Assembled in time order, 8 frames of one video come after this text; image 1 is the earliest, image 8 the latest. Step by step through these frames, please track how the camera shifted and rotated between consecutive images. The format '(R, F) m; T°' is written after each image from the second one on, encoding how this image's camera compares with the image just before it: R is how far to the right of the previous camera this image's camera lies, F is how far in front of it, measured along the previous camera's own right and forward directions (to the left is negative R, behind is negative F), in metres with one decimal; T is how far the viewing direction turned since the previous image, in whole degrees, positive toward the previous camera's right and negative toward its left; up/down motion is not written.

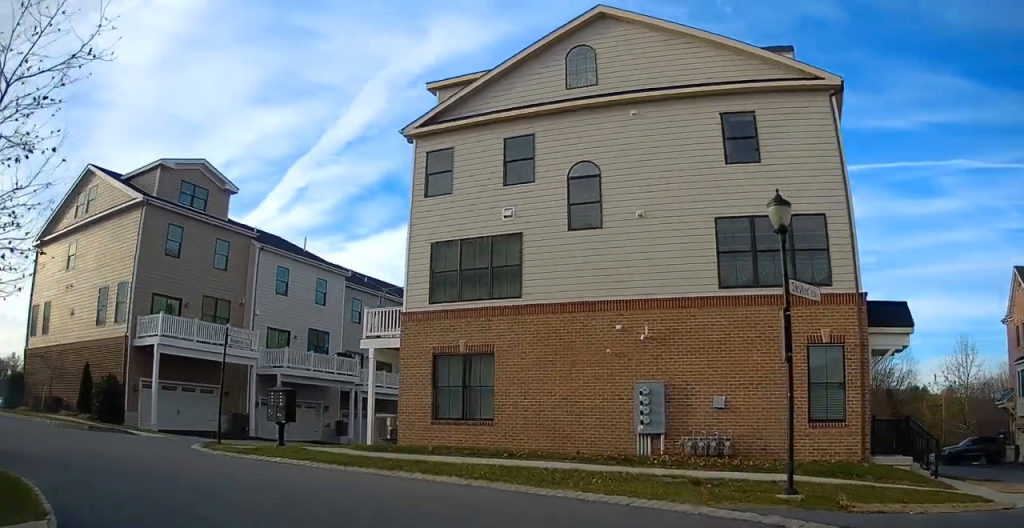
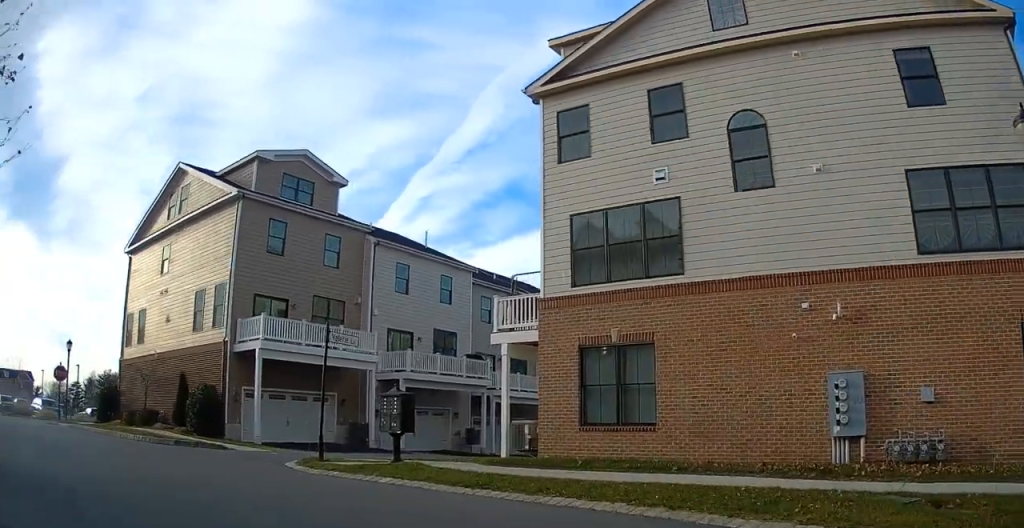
(-0.2, +3.3) m; -12°
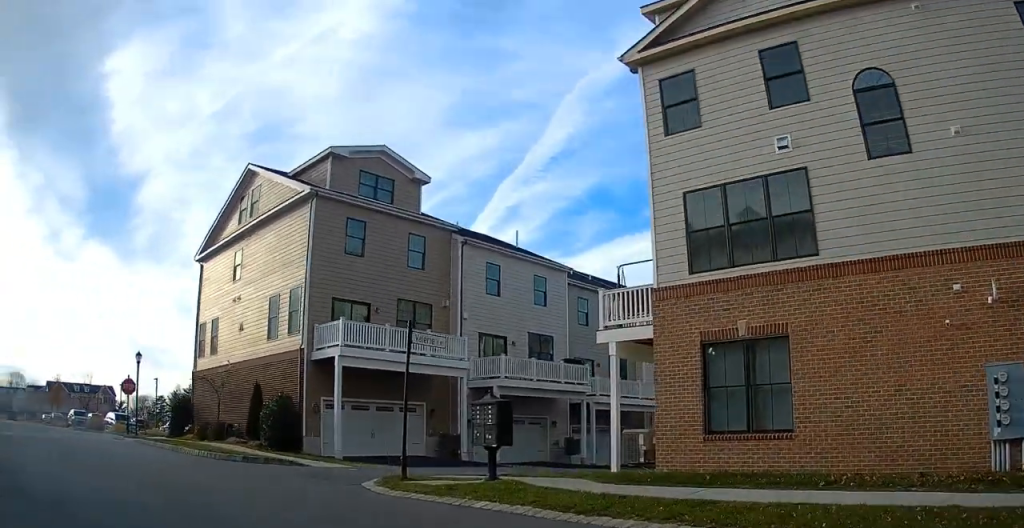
(-0.2, +2.2) m; -10°
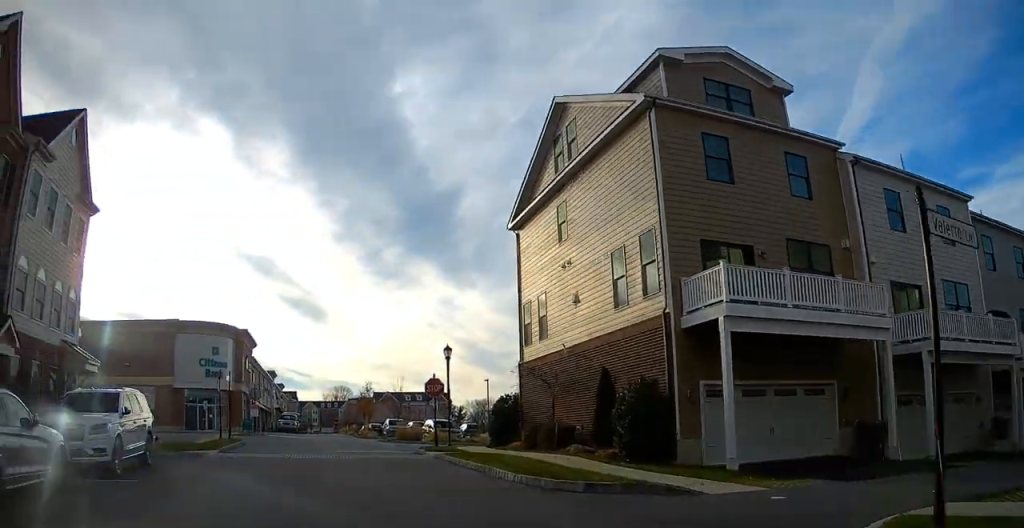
(-2.1, +7.2) m; -27°
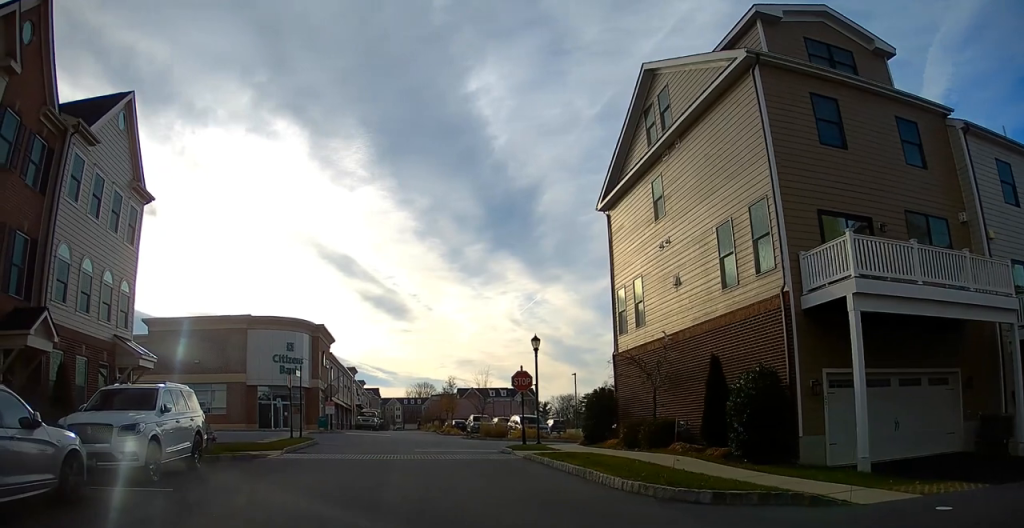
(+0.1, +2.0) m; -5°
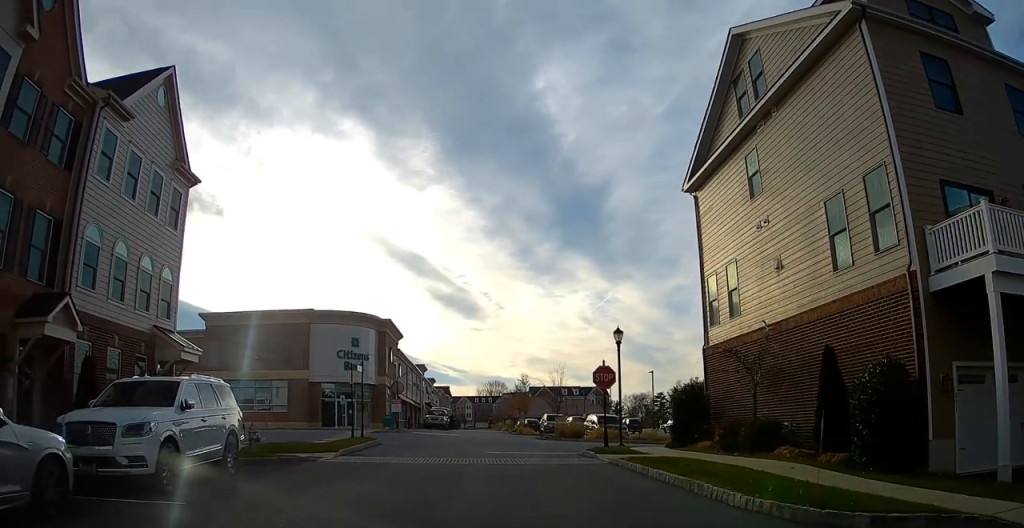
(-0.2, +2.2) m; -6°
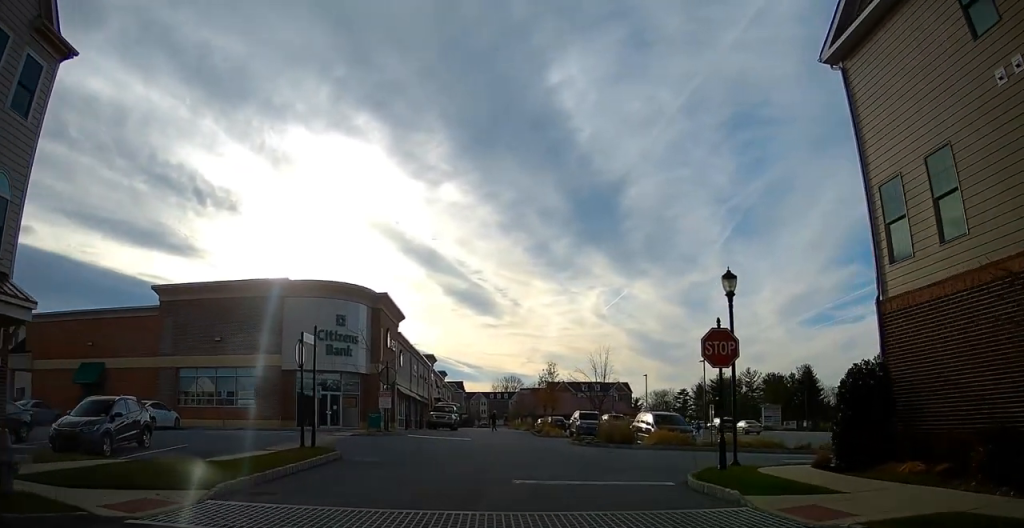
(-1.3, +10.5) m; -3°
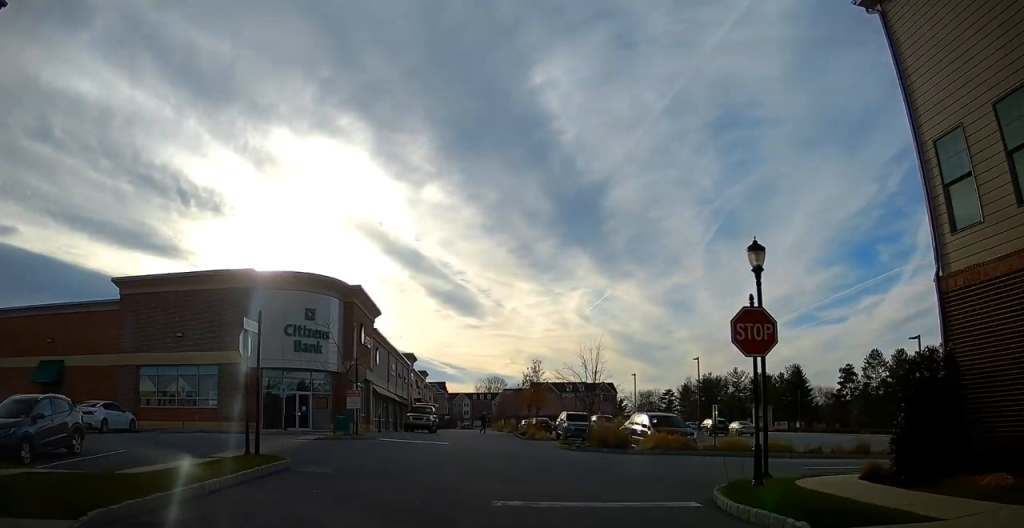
(+0.1, +2.9) m; +2°
